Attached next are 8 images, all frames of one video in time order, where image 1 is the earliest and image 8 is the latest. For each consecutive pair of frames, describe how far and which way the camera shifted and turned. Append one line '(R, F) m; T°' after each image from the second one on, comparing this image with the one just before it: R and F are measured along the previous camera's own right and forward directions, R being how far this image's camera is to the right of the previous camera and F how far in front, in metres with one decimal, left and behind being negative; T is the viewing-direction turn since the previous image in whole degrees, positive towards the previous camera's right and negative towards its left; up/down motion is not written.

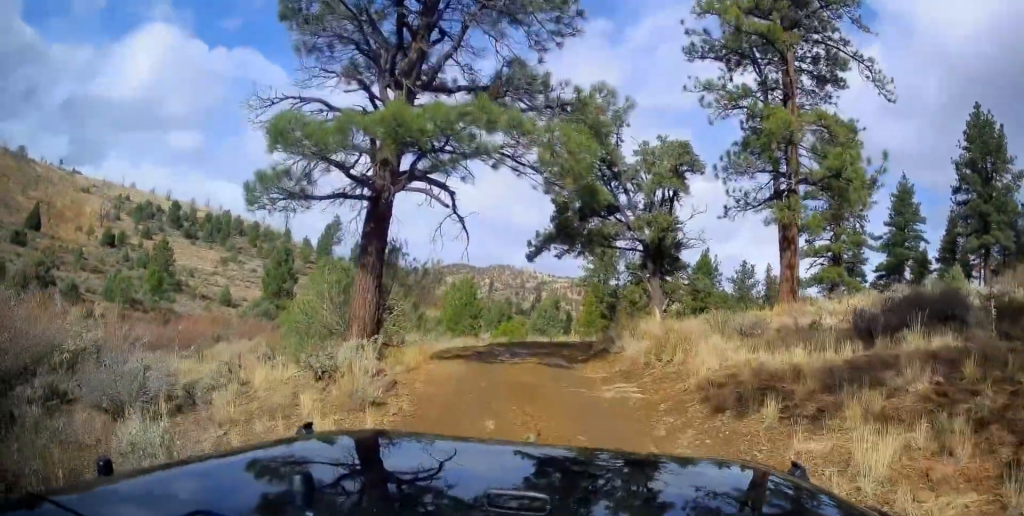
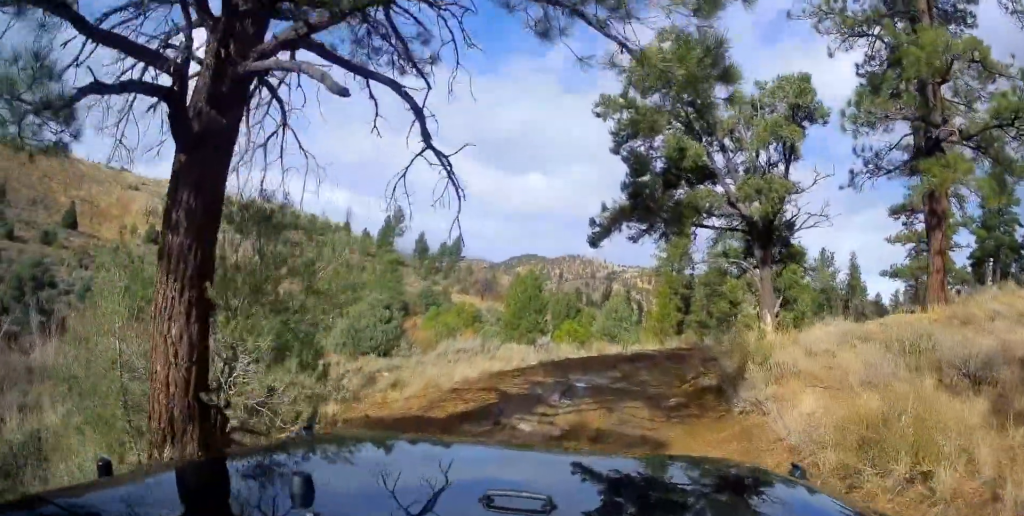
(-0.5, +6.1) m; -6°
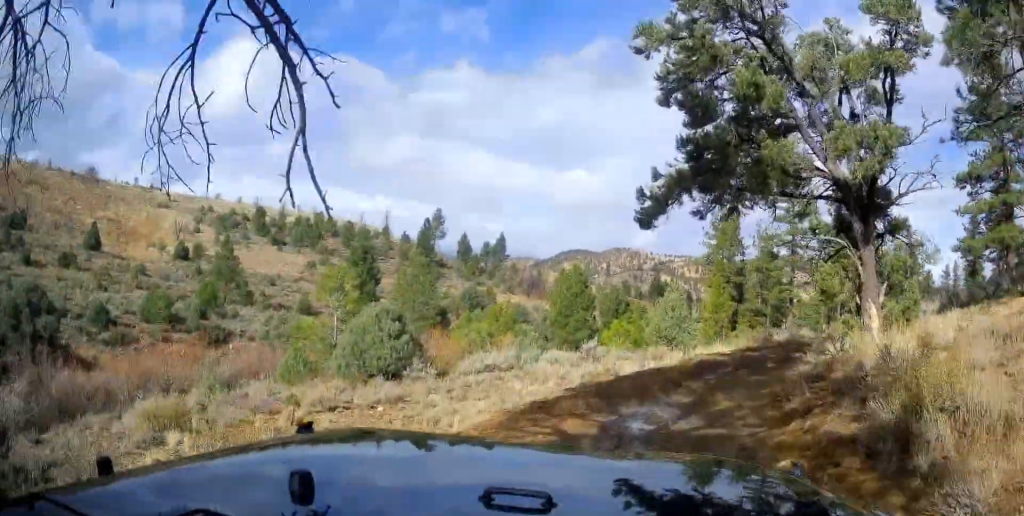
(+0.1, +4.0) m; -1°
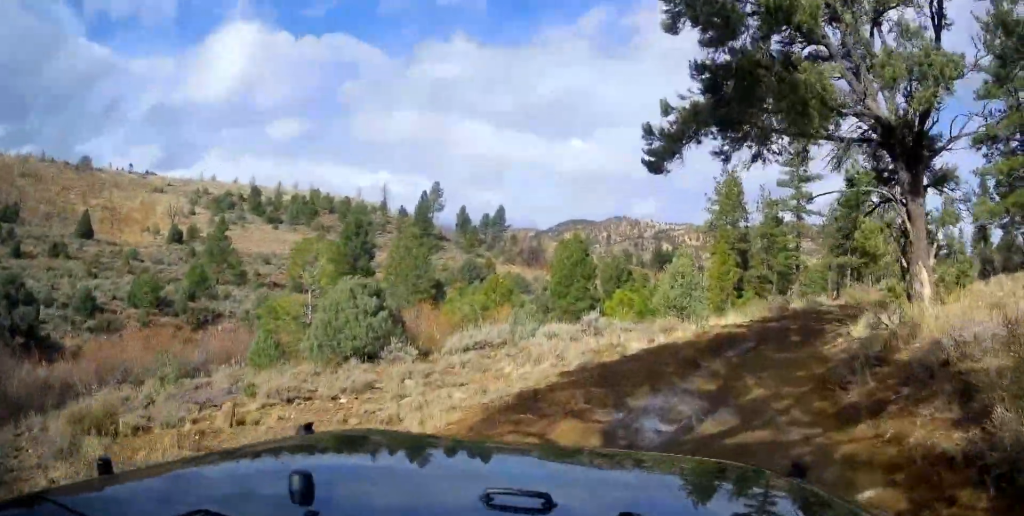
(0.0, +2.1) m; -4°
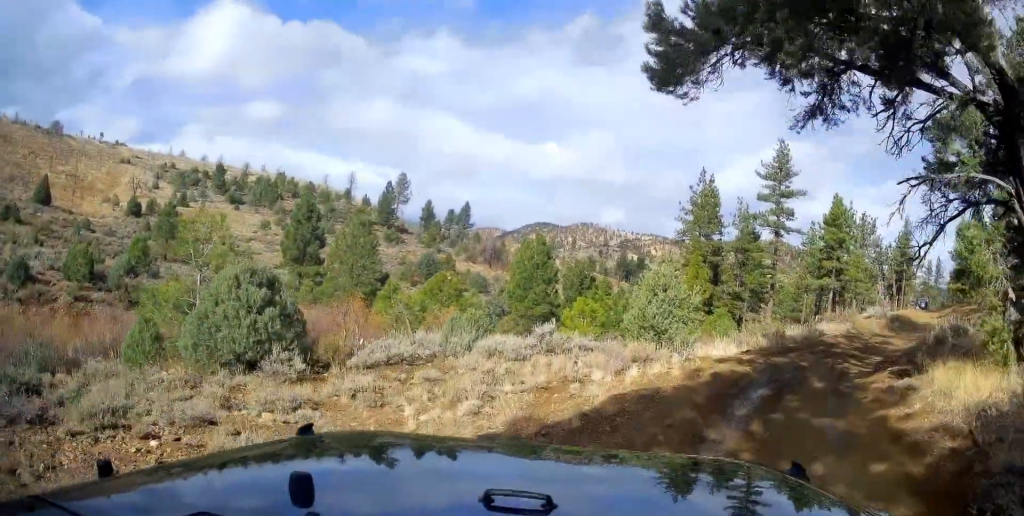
(-0.3, +4.2) m; -2°
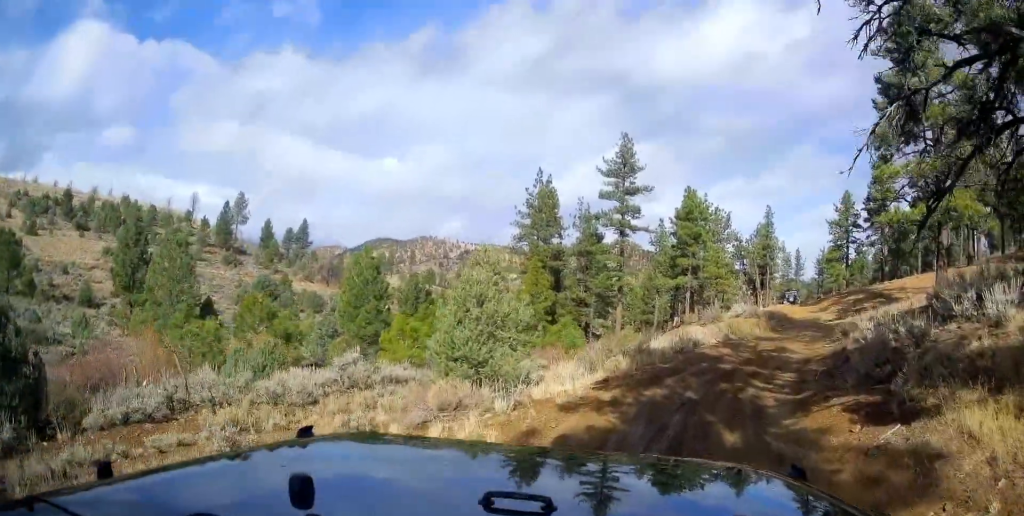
(+0.3, +4.4) m; +16°
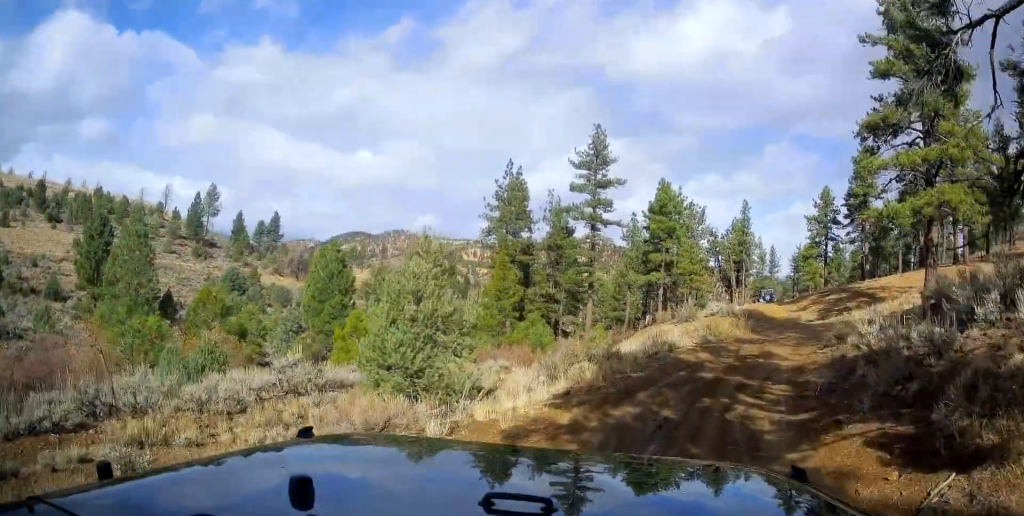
(+0.1, +1.9) m; +10°
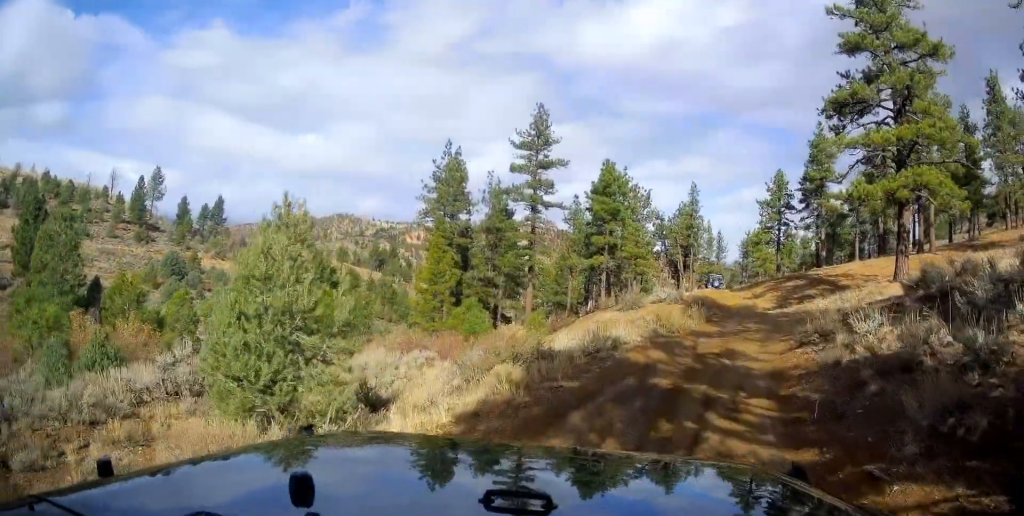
(+0.4, +2.7) m; +6°
